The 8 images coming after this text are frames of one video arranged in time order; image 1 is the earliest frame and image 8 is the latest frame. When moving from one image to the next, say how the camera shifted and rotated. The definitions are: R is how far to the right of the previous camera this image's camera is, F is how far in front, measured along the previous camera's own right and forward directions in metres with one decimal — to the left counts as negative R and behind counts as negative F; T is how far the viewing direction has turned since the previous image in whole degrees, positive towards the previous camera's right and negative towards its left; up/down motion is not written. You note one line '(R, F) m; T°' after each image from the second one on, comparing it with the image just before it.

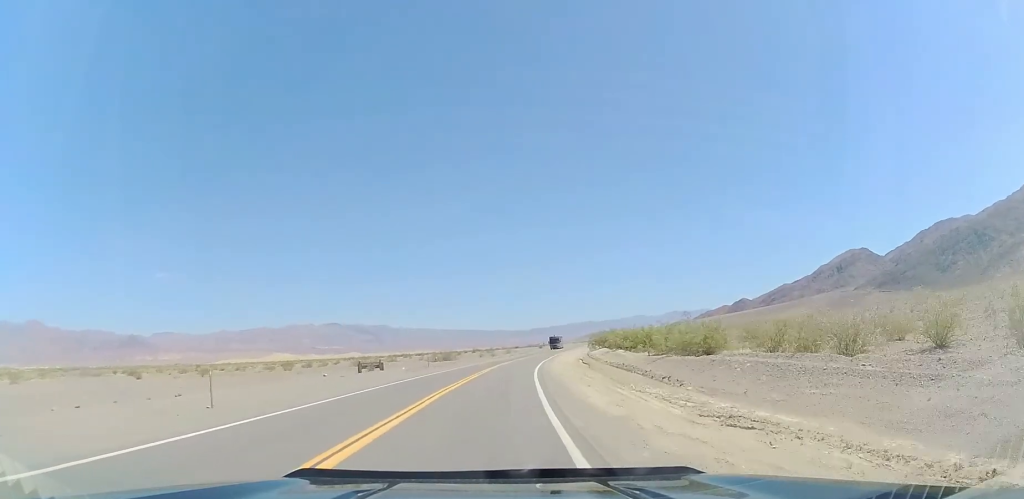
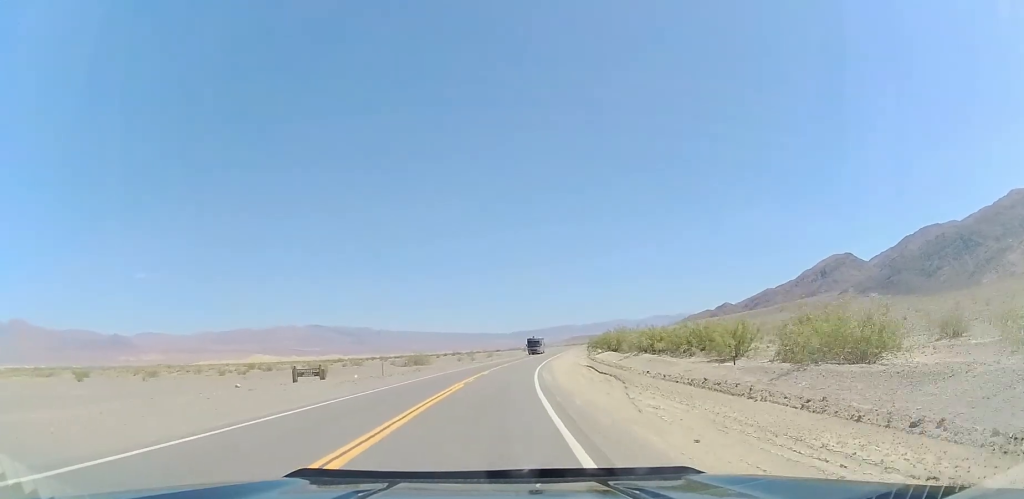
(0.0, +13.5) m; 0°
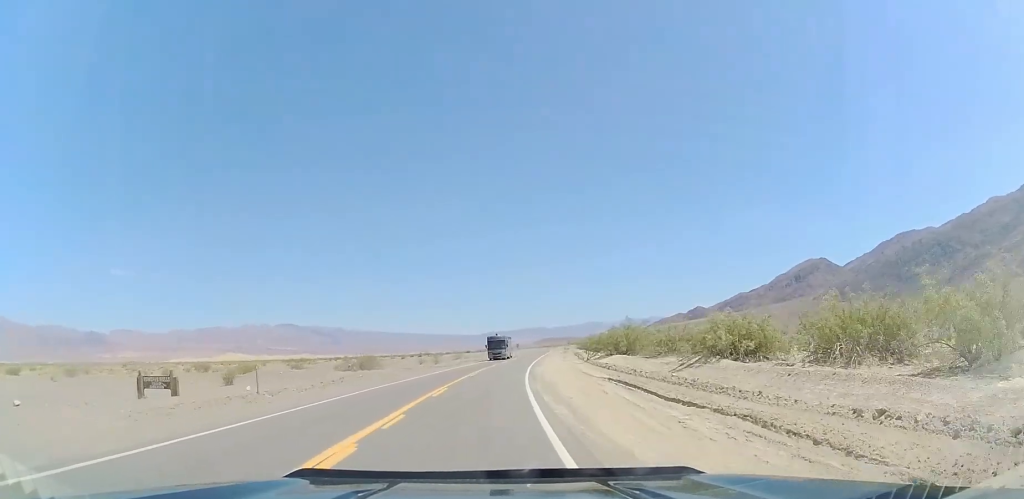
(0.0, +16.6) m; +2°
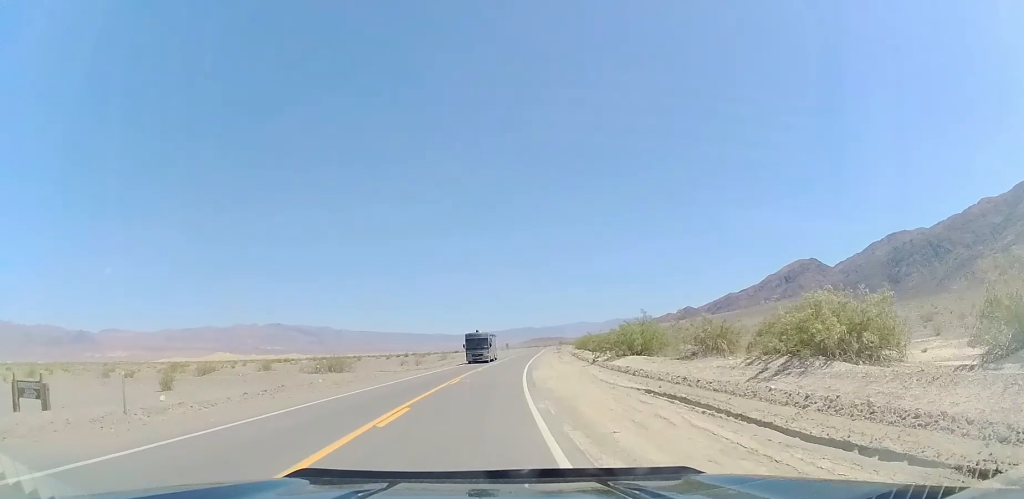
(+0.2, +8.1) m; +1°
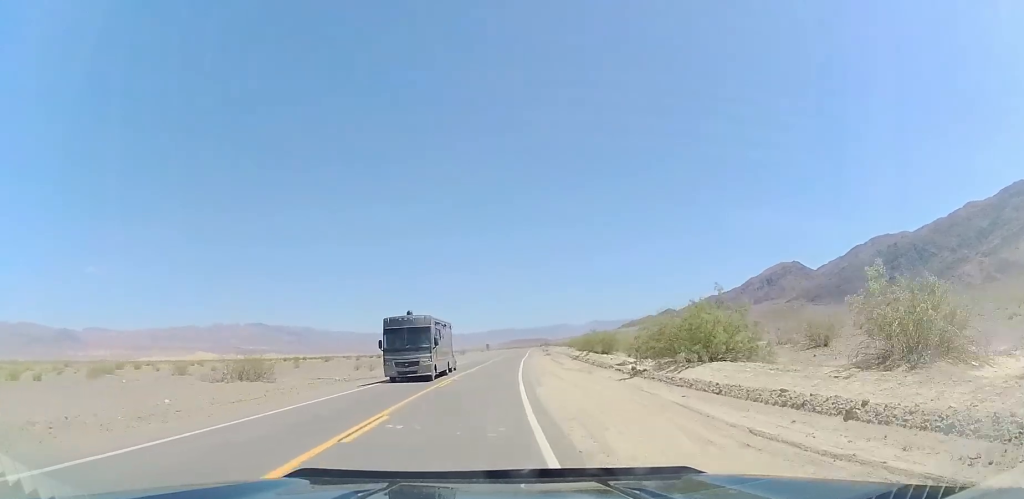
(+0.4, +16.3) m; +3°
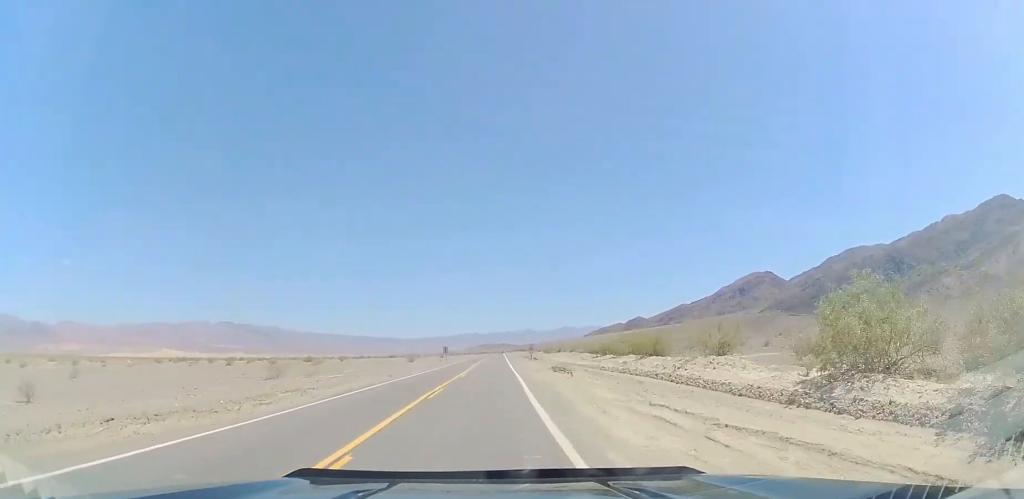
(+3.1, +47.7) m; +5°
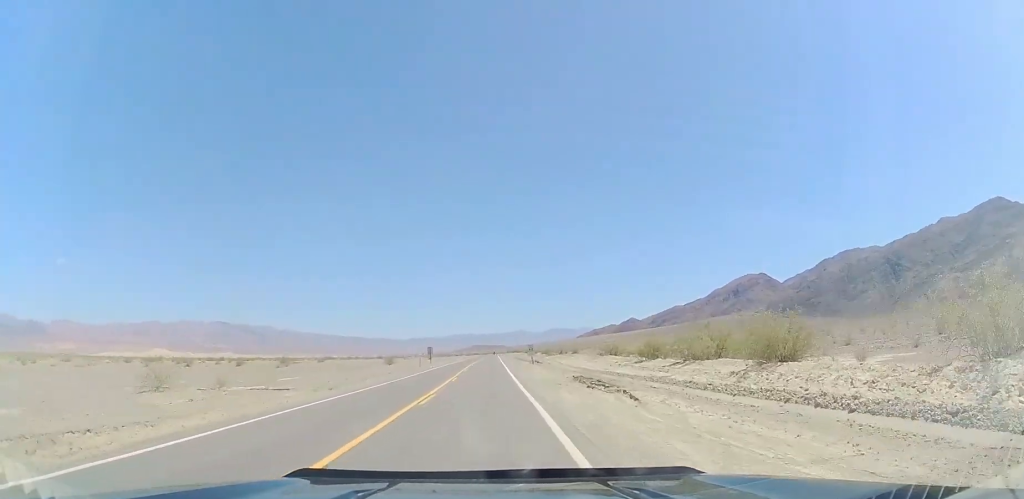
(+0.1, +16.1) m; +1°
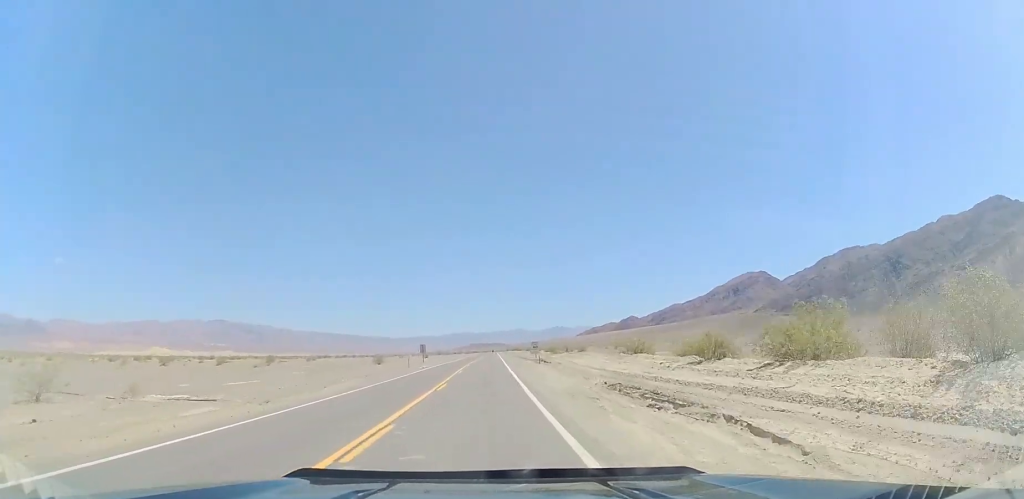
(+0.1, +9.2) m; +1°
